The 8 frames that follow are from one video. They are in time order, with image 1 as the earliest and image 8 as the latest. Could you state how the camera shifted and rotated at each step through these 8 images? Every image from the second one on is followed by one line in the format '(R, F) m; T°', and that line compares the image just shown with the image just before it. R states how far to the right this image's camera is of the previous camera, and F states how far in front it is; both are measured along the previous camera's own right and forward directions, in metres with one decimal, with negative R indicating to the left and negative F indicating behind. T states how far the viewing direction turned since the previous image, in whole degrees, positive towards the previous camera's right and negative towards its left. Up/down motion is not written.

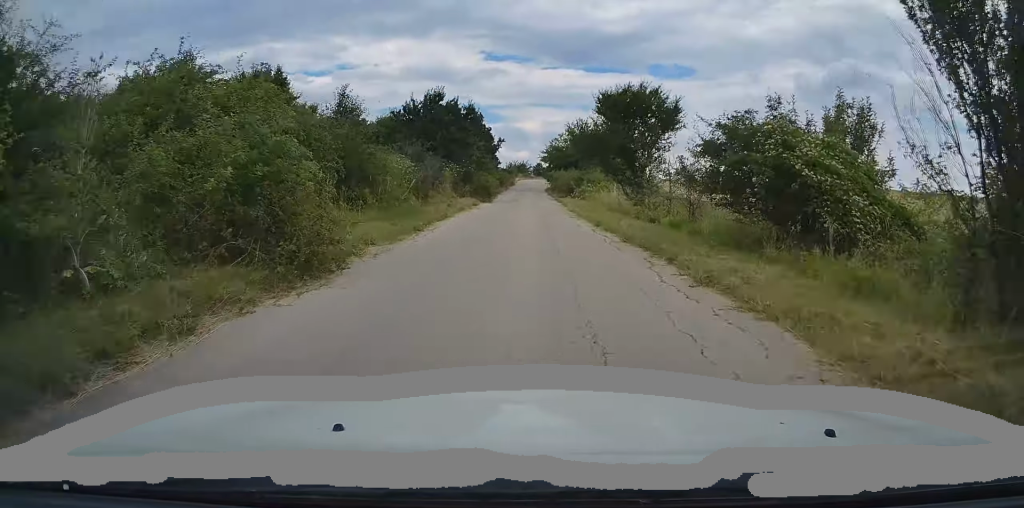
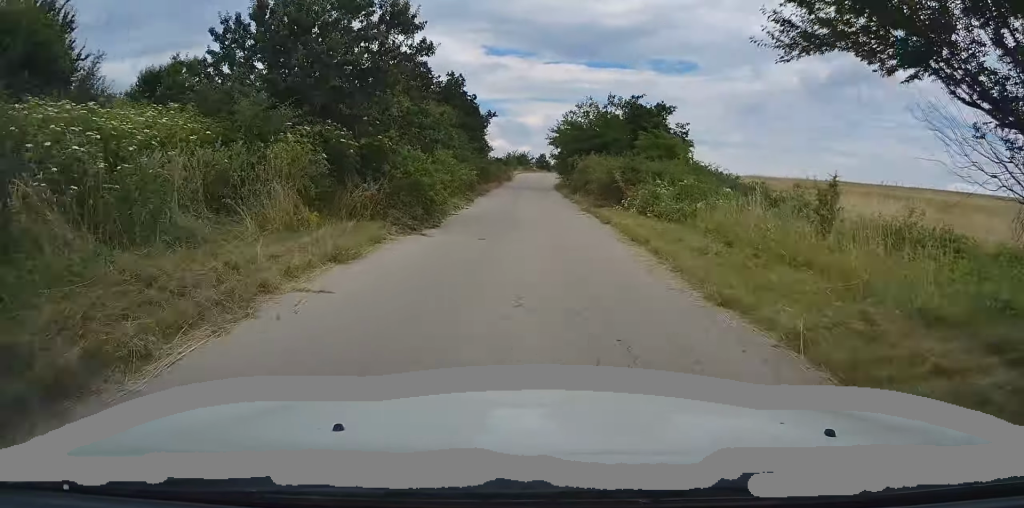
(+0.2, +22.0) m; 0°
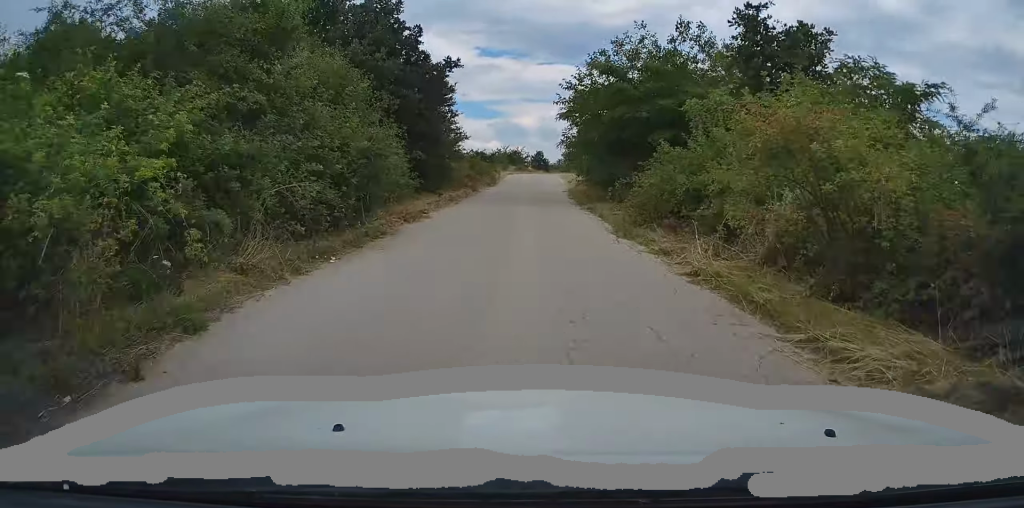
(-0.2, +22.0) m; 0°
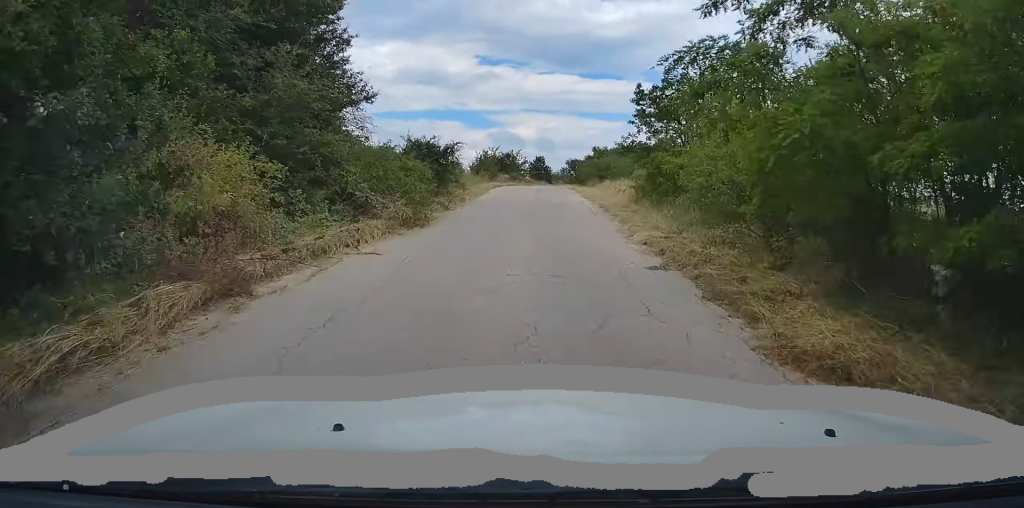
(+0.4, +25.6) m; +1°
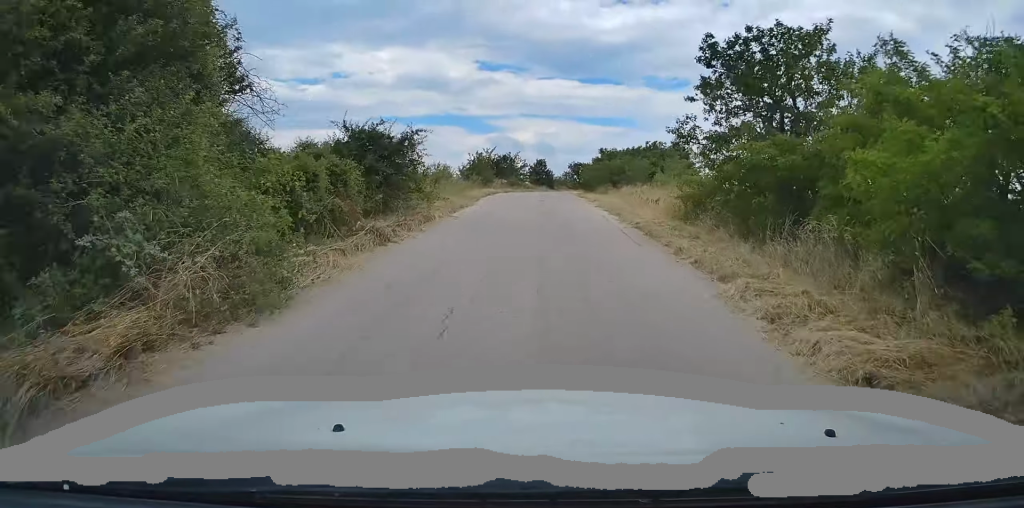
(0.0, +8.4) m; 0°
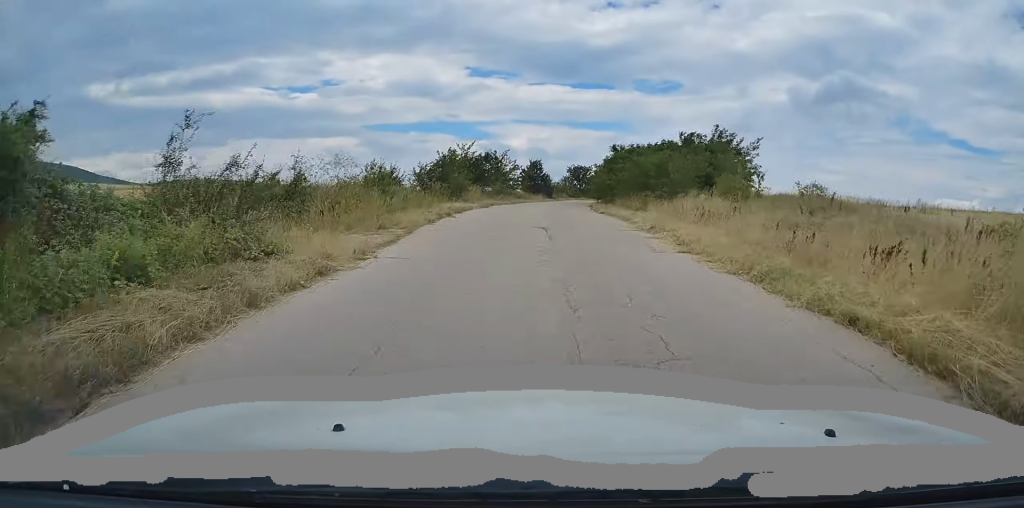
(-0.1, +16.7) m; +1°
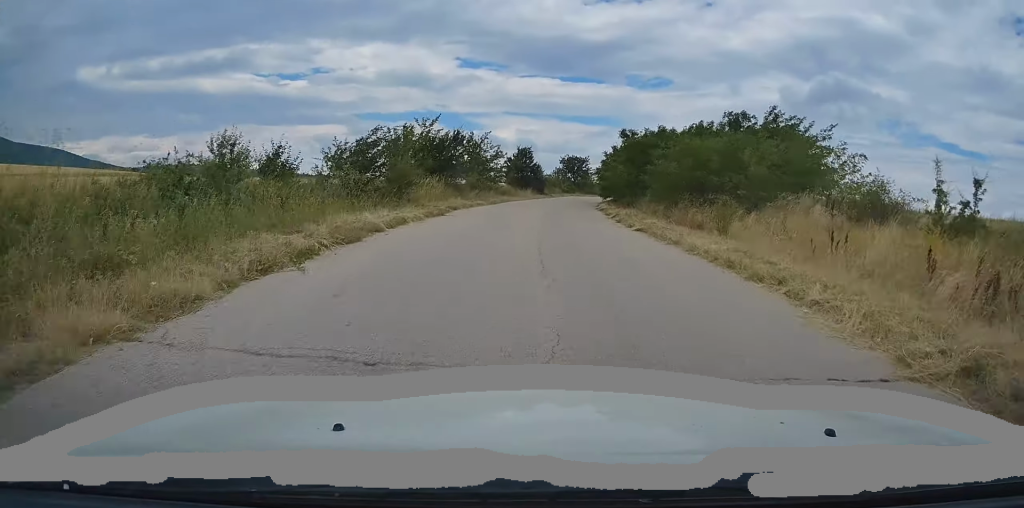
(+0.3, +12.8) m; +2°
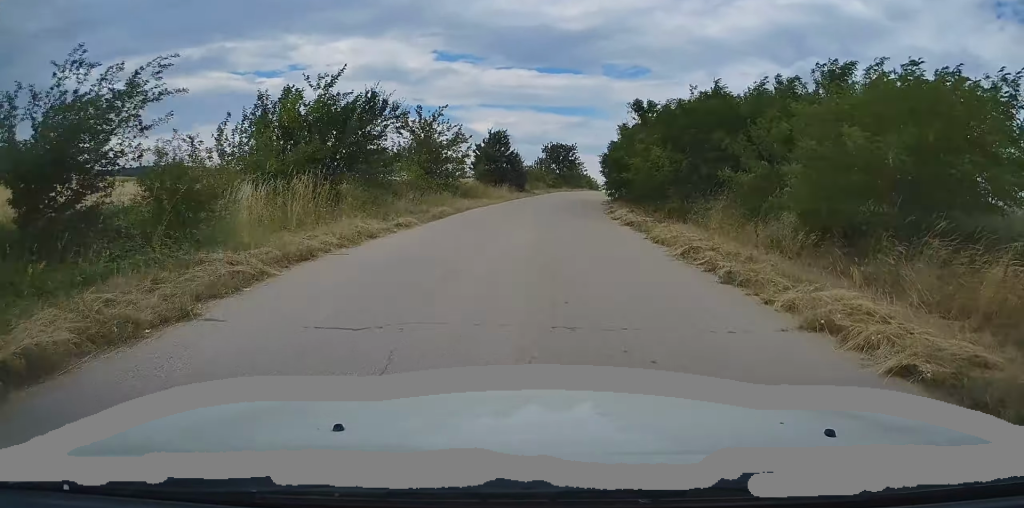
(+0.2, +13.4) m; +2°
